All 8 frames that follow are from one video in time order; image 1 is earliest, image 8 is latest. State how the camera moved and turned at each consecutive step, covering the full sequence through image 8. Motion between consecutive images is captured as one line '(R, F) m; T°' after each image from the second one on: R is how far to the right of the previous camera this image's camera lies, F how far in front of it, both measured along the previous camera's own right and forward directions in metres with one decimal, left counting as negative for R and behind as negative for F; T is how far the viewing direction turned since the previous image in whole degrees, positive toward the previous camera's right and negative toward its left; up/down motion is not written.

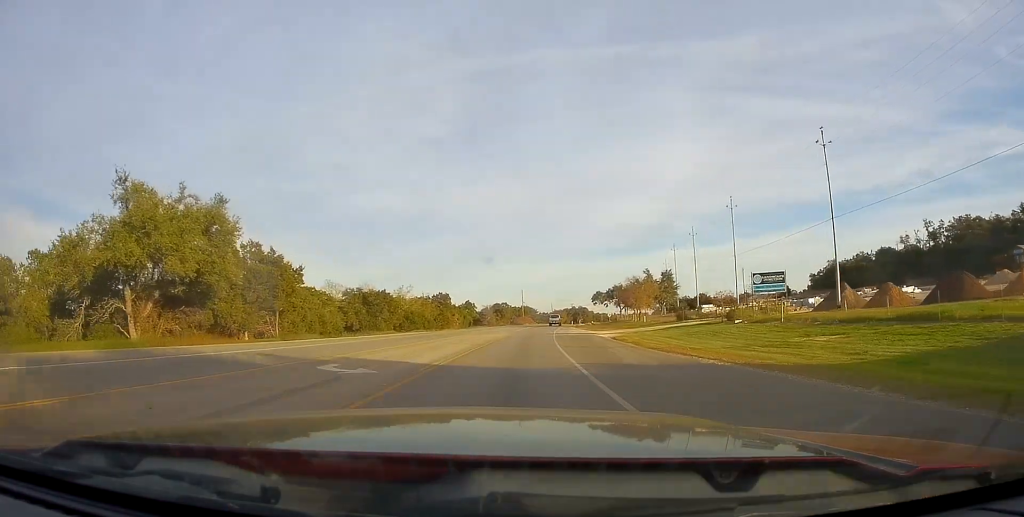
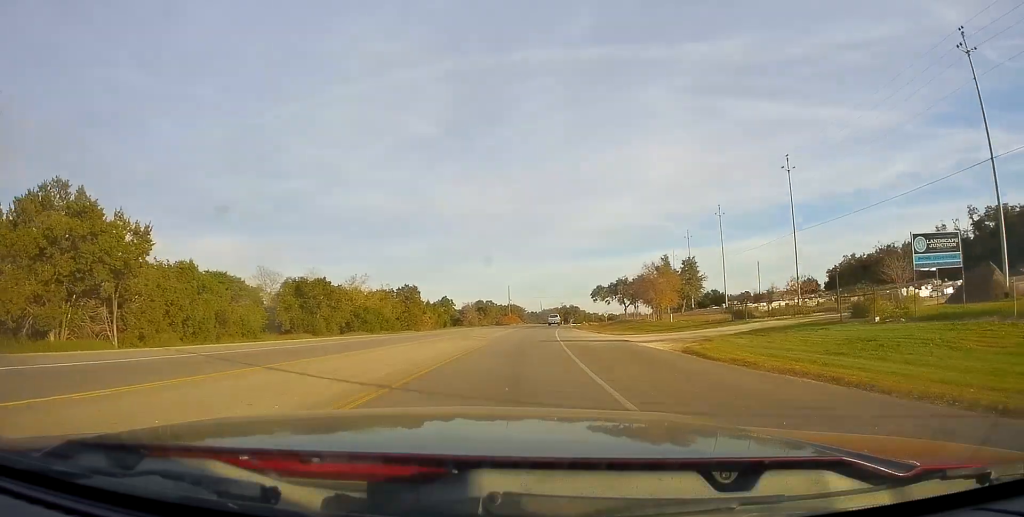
(+0.2, +20.4) m; +1°
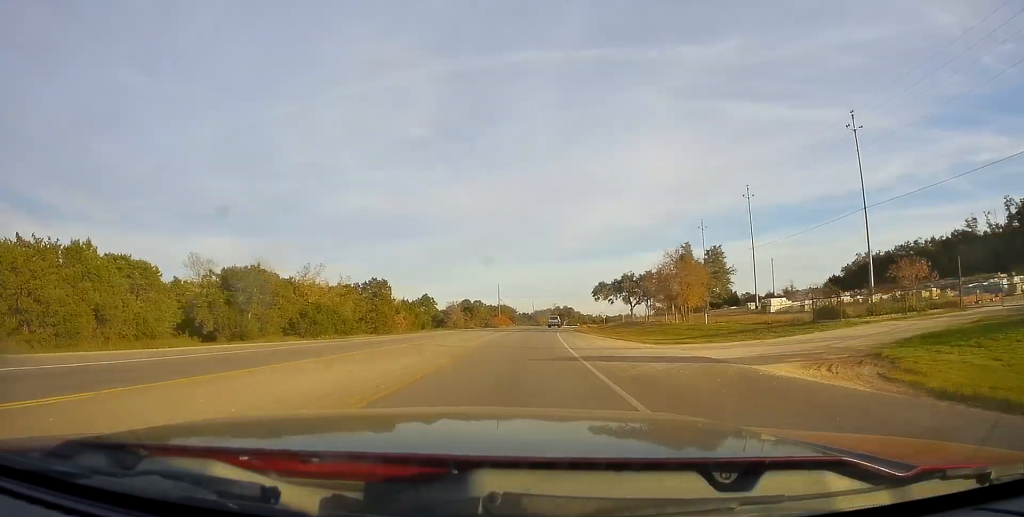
(+0.1, +14.0) m; +1°
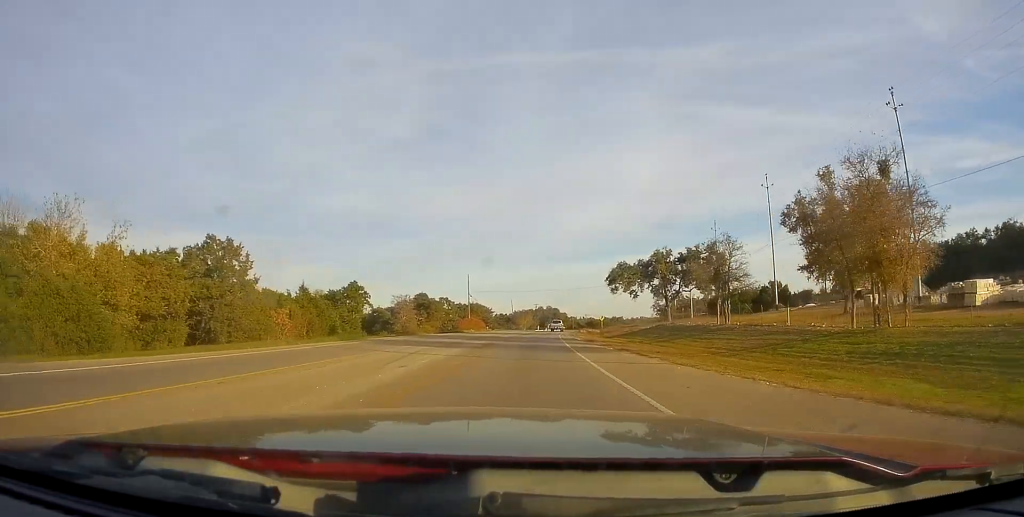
(+0.5, +34.5) m; +3°
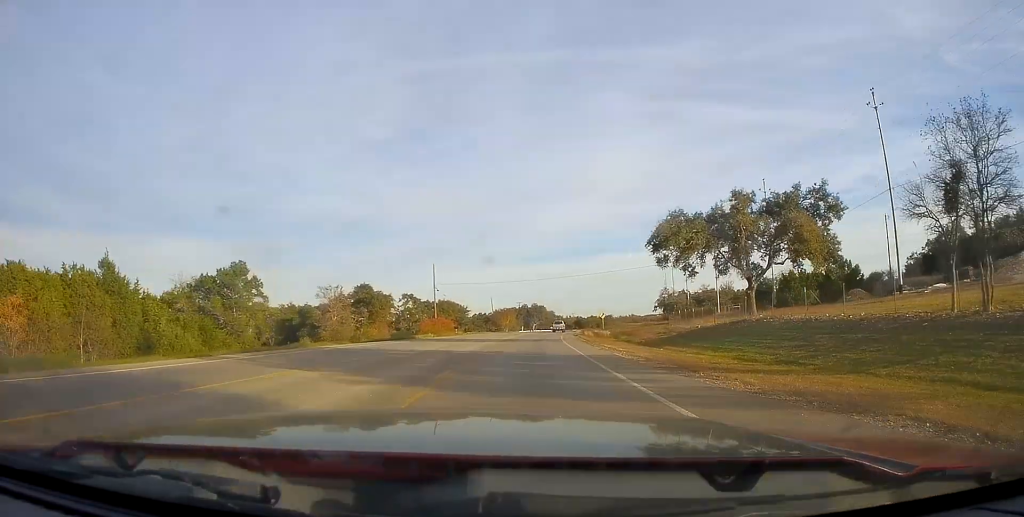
(+0.6, +26.4) m; +2°
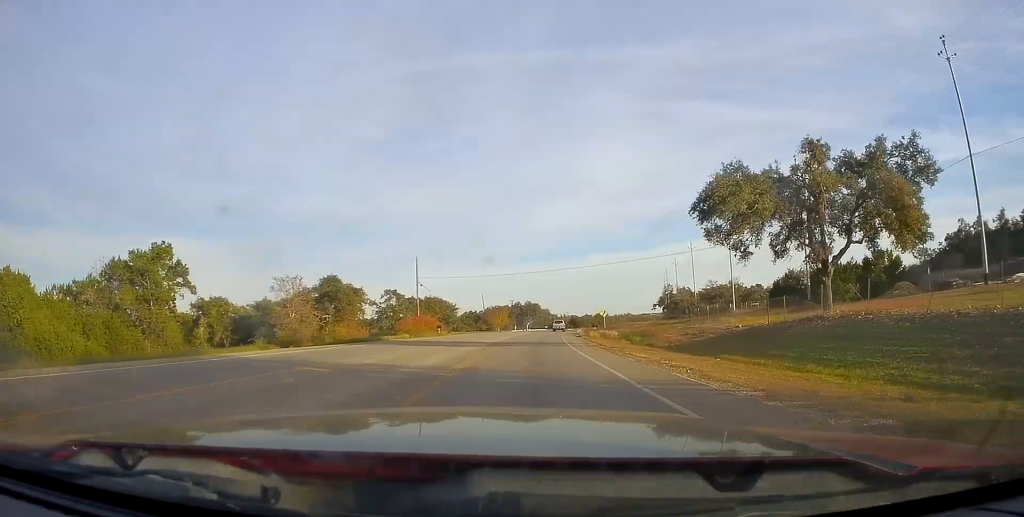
(+0.1, +10.1) m; 0°
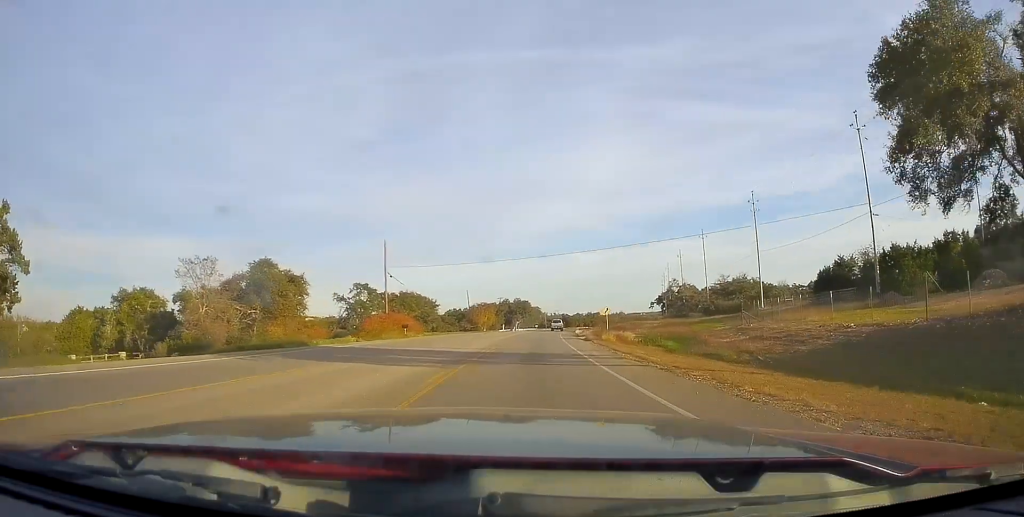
(+0.1, +14.2) m; +1°
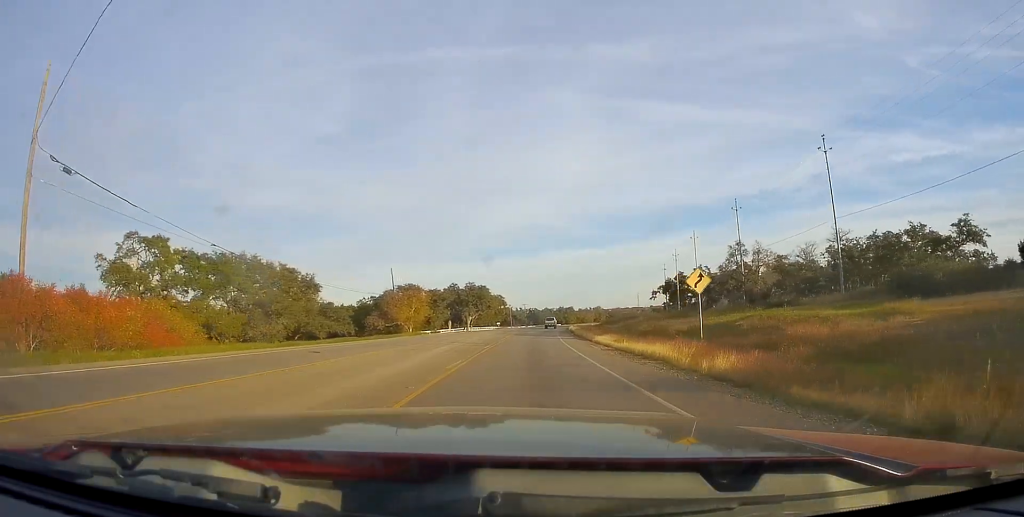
(+2.4, +54.0) m; +4°
